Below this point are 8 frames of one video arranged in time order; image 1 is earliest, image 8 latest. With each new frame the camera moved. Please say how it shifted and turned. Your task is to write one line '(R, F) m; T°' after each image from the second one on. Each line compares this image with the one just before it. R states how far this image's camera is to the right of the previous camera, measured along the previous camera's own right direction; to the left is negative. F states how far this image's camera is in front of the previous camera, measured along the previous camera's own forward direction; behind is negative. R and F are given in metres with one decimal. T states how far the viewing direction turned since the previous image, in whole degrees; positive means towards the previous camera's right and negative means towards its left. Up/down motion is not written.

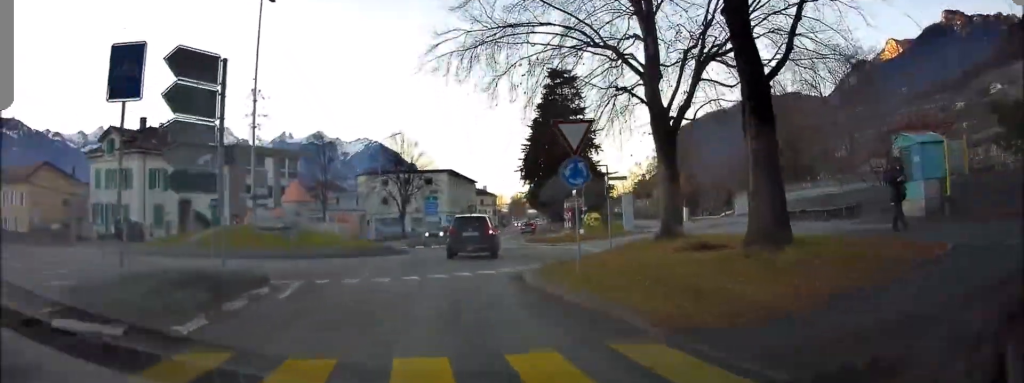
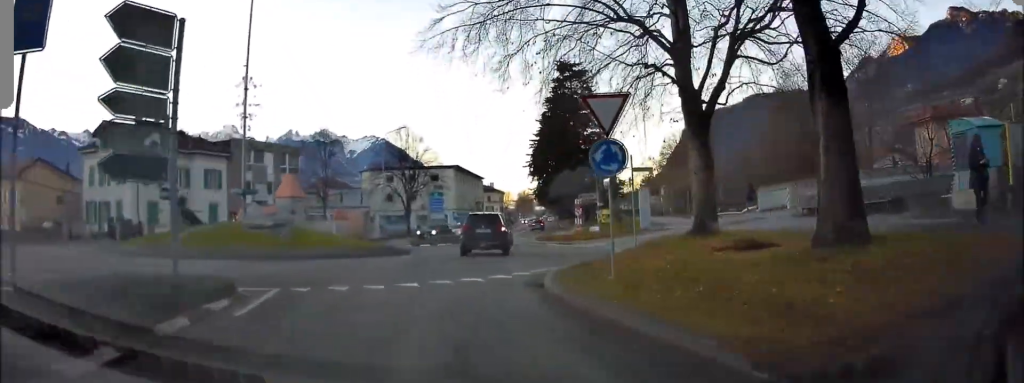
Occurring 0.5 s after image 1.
(0.0, +2.5) m; -3°
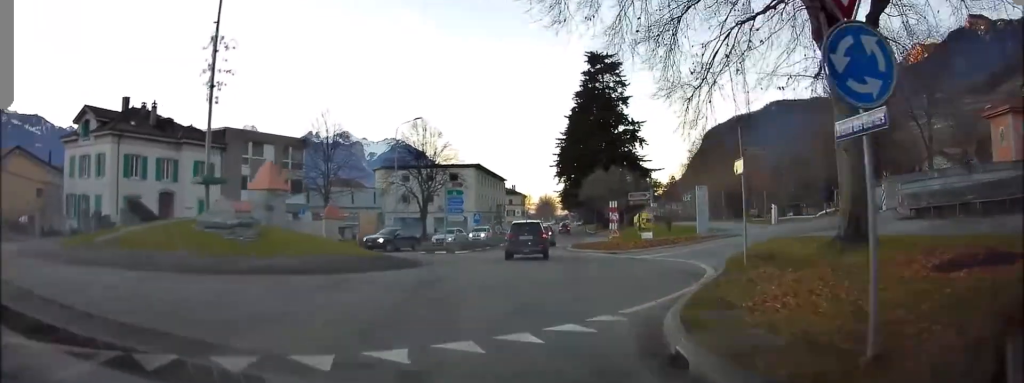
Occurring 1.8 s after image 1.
(+0.1, +6.7) m; +8°
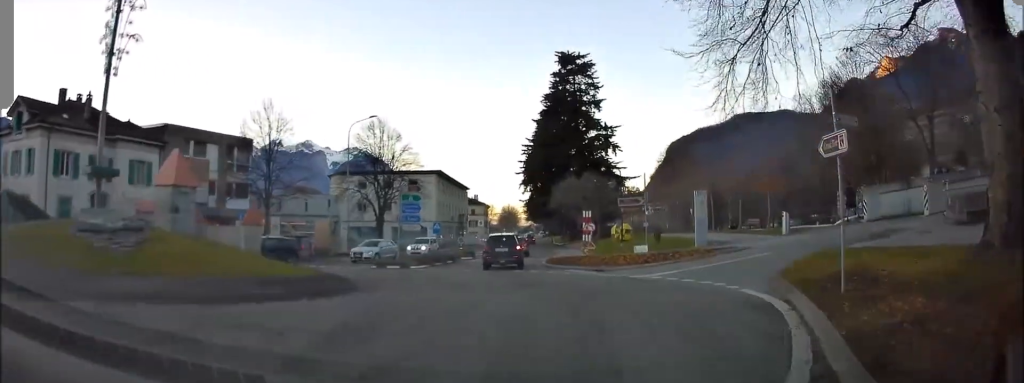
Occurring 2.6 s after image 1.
(+0.5, +4.9) m; +7°
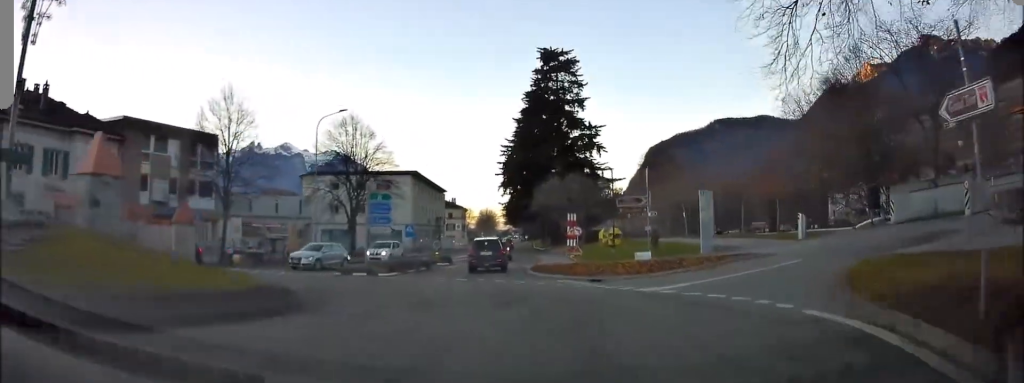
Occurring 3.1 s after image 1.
(+0.1, +3.3) m; 0°
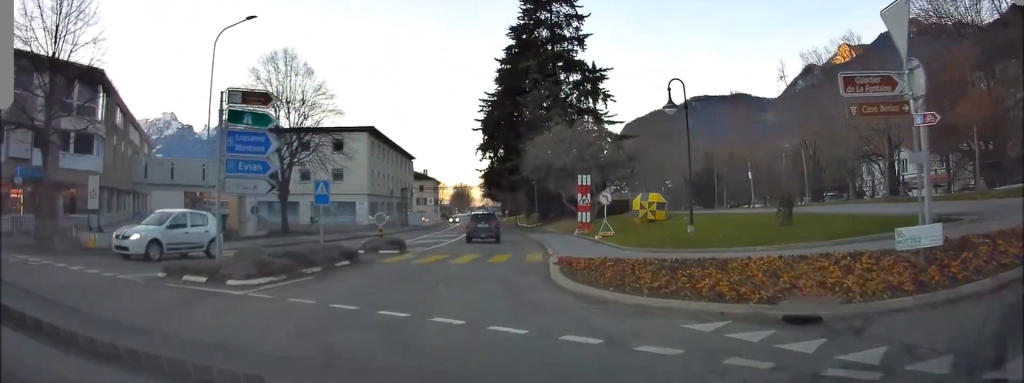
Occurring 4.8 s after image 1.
(-0.4, +13.7) m; -2°
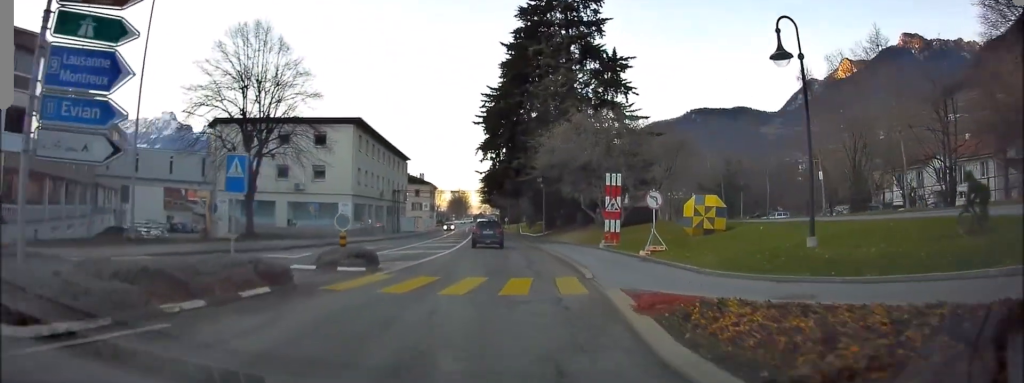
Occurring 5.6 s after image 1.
(0.0, +6.8) m; +1°
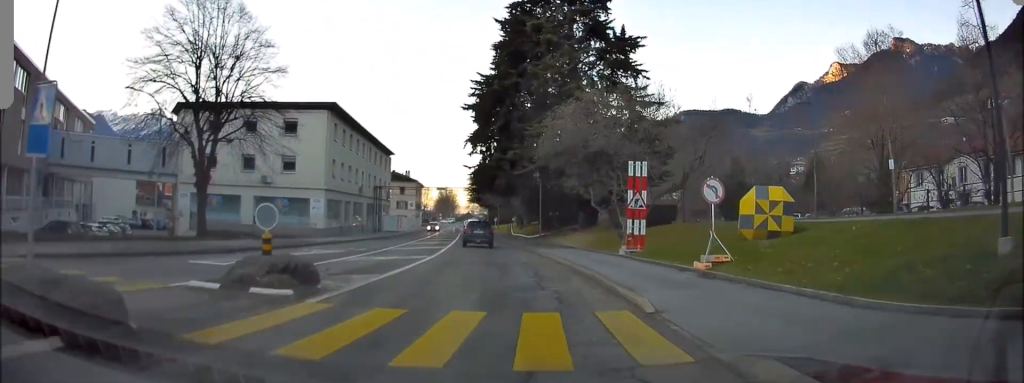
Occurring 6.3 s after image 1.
(+0.2, +5.5) m; 0°
